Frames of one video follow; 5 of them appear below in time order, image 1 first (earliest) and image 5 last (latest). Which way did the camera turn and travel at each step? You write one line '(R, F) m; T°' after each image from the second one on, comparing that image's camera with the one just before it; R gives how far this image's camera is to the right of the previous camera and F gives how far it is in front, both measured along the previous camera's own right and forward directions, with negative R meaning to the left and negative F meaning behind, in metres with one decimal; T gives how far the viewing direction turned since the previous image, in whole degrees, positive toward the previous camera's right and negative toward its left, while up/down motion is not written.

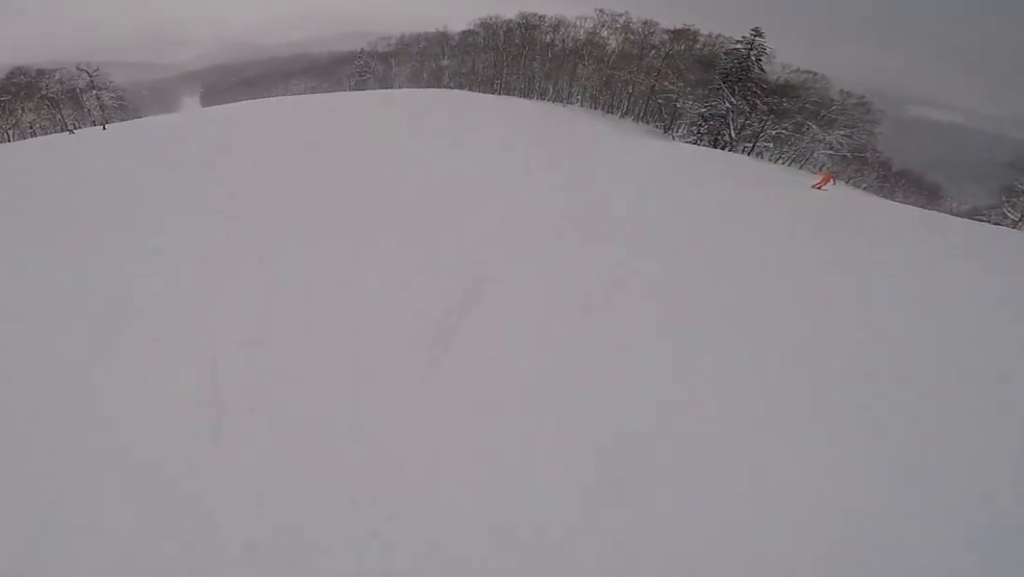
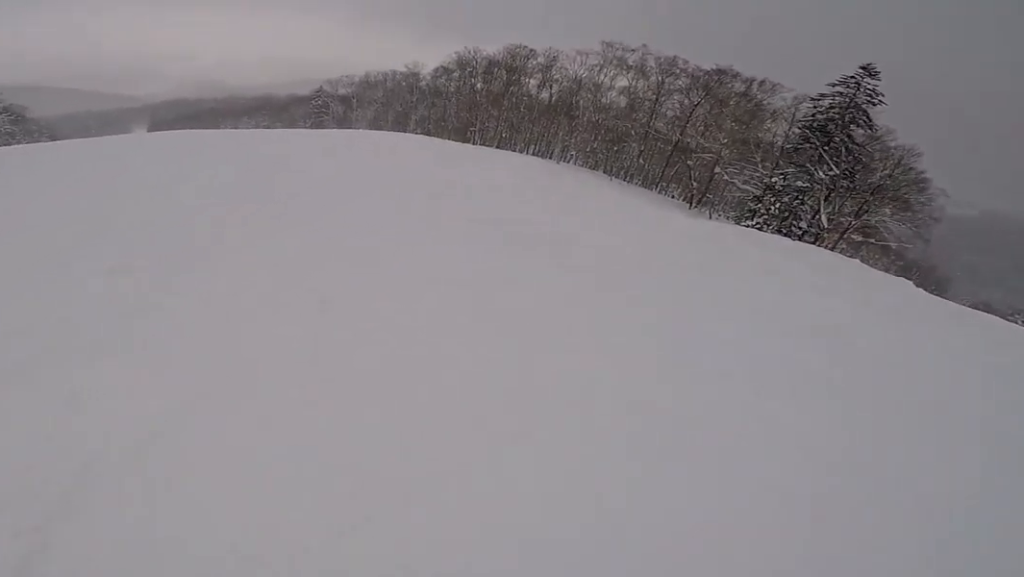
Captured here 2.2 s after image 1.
(+0.6, +21.5) m; -11°
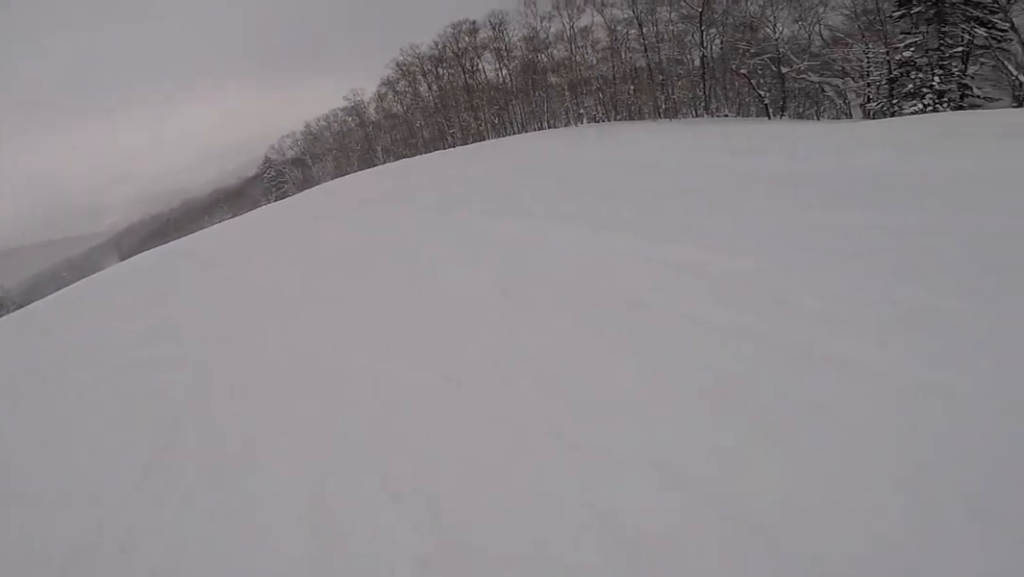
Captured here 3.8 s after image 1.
(-1.4, +13.7) m; +11°
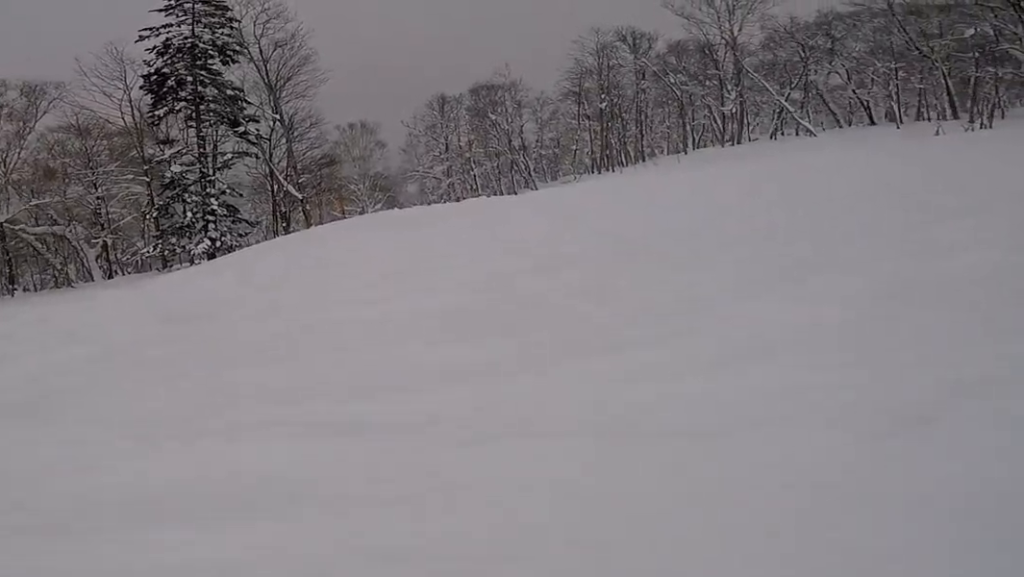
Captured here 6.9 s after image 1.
(+9.3, +11.9) m; +78°
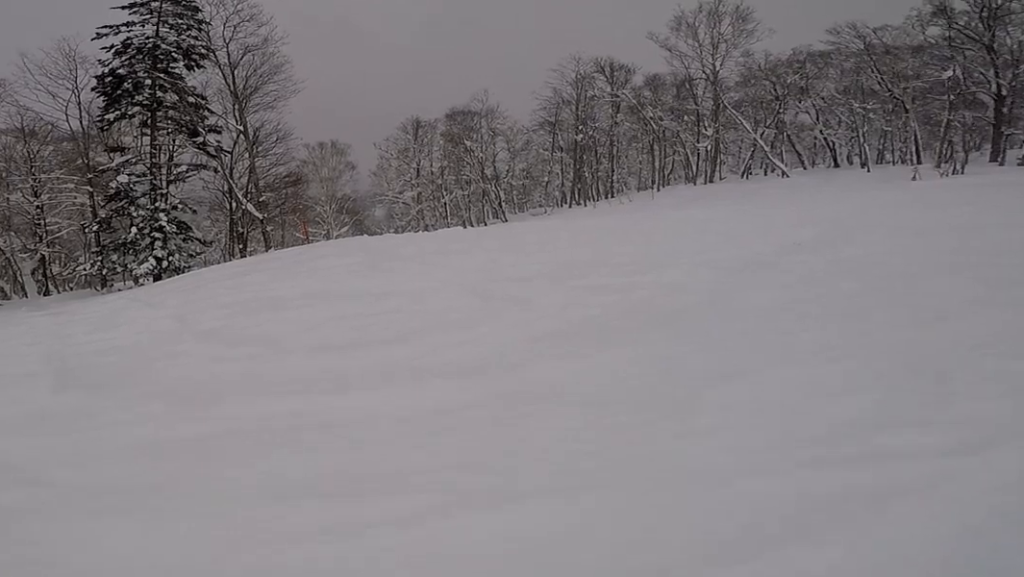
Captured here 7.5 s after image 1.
(0.0, +2.2) m; +1°
